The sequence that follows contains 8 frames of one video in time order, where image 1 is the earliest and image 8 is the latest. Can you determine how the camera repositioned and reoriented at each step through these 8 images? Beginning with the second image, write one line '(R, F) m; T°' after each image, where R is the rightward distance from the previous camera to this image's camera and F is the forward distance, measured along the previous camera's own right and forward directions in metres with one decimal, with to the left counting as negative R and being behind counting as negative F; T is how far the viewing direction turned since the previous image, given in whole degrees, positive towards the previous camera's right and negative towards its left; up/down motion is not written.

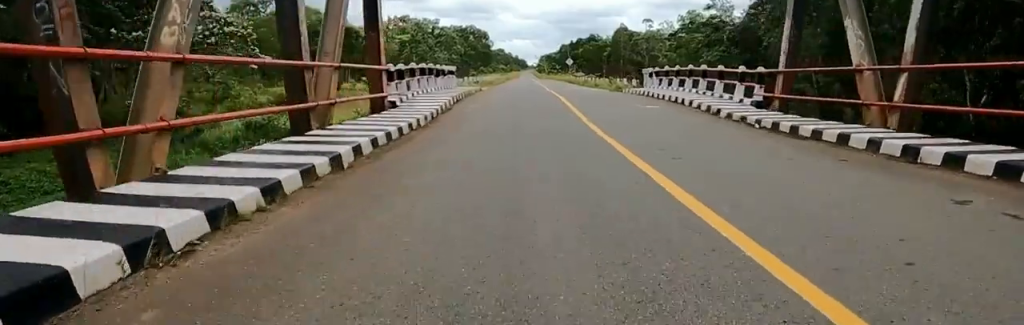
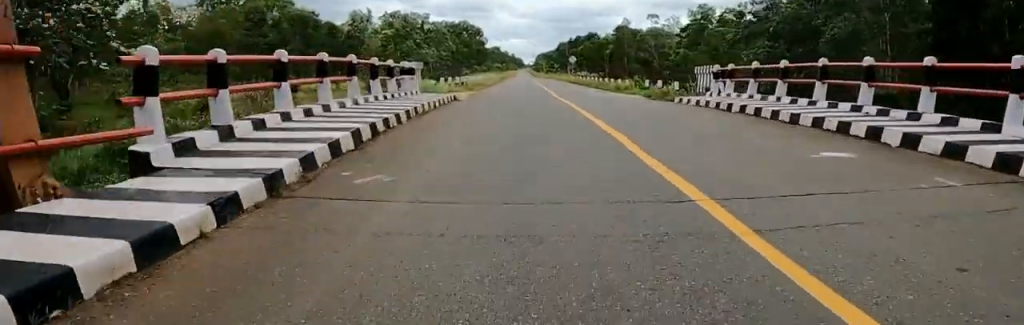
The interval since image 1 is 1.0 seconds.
(-0.1, +11.4) m; -1°
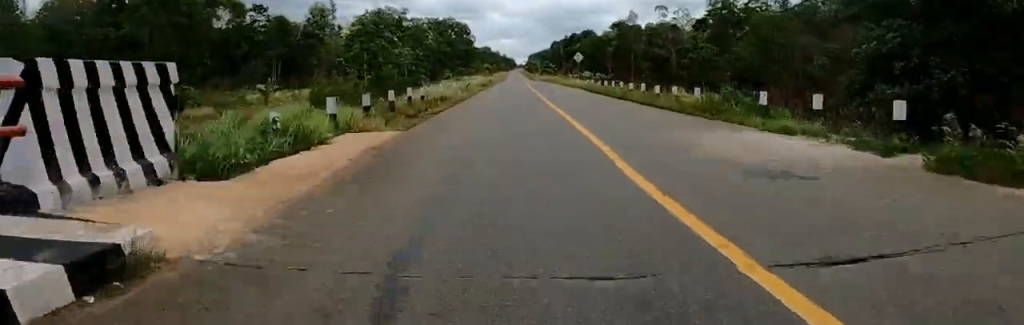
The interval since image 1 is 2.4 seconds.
(-0.3, +16.9) m; -1°
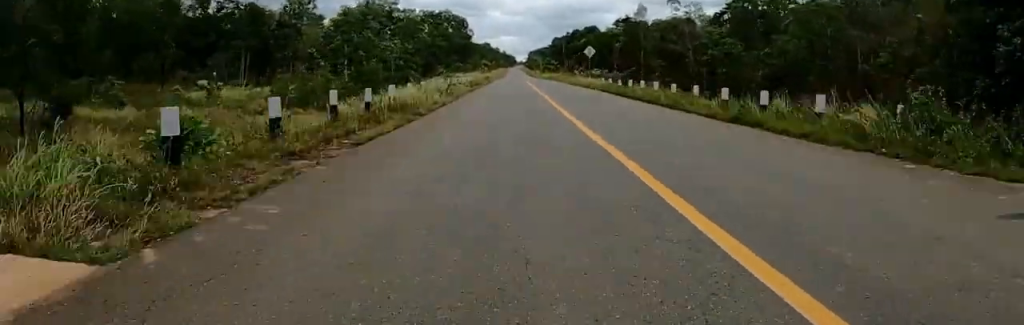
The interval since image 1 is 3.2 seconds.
(+0.2, +9.5) m; +1°
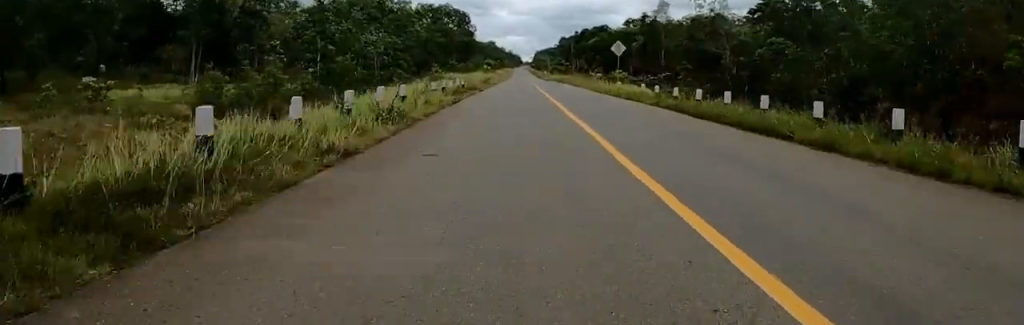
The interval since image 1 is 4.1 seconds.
(+0.3, +11.7) m; +1°
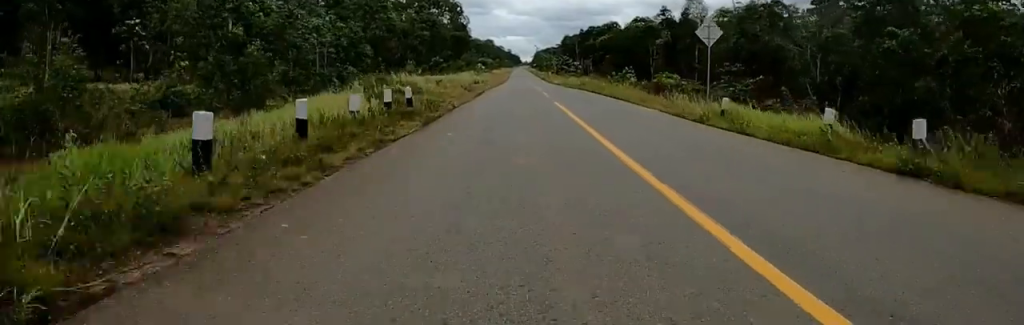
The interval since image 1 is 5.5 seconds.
(-0.1, +17.7) m; 0°
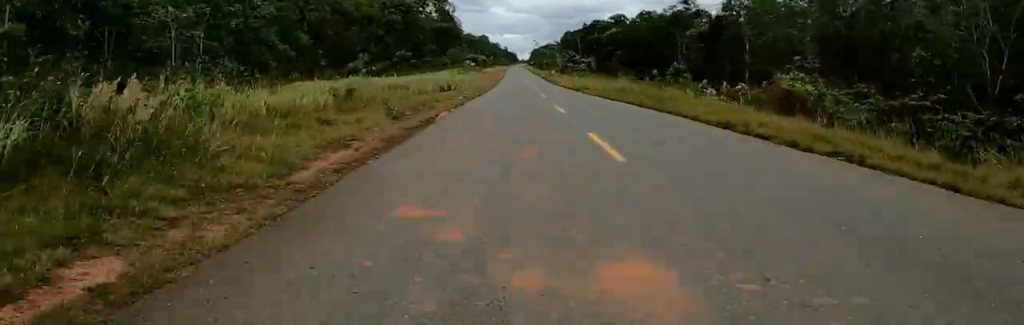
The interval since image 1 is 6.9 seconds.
(0.0, +19.4) m; 0°
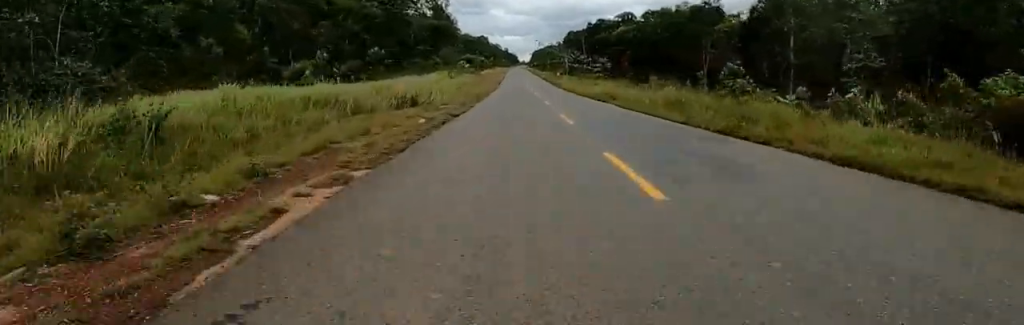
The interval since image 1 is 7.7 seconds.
(0.0, +10.2) m; -1°
